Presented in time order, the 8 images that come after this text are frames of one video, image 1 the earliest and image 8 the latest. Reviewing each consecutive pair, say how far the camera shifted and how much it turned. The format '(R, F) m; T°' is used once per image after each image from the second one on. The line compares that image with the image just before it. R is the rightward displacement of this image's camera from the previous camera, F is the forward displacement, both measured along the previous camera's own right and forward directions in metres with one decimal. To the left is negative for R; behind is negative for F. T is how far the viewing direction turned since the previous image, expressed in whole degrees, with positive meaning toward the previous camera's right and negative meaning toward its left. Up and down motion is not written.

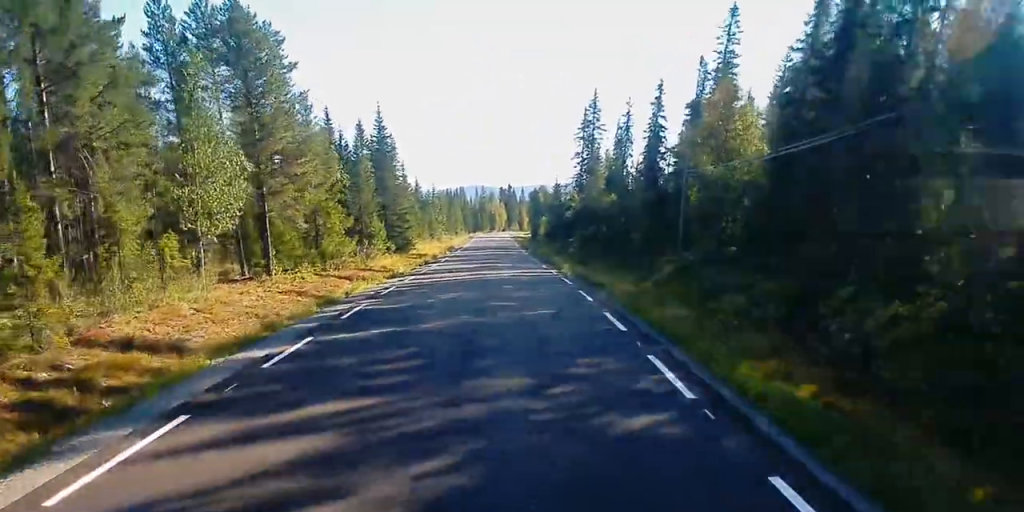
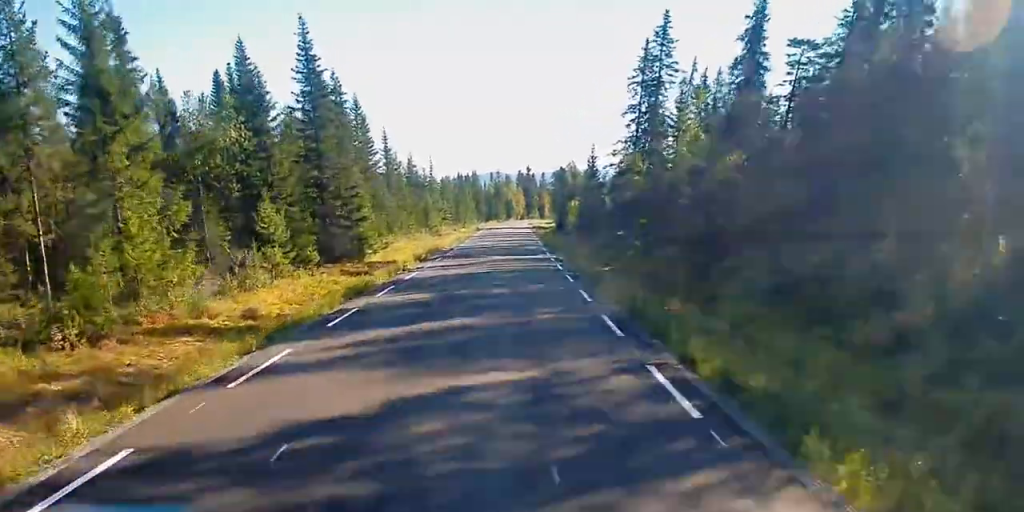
(-0.7, +31.2) m; -2°
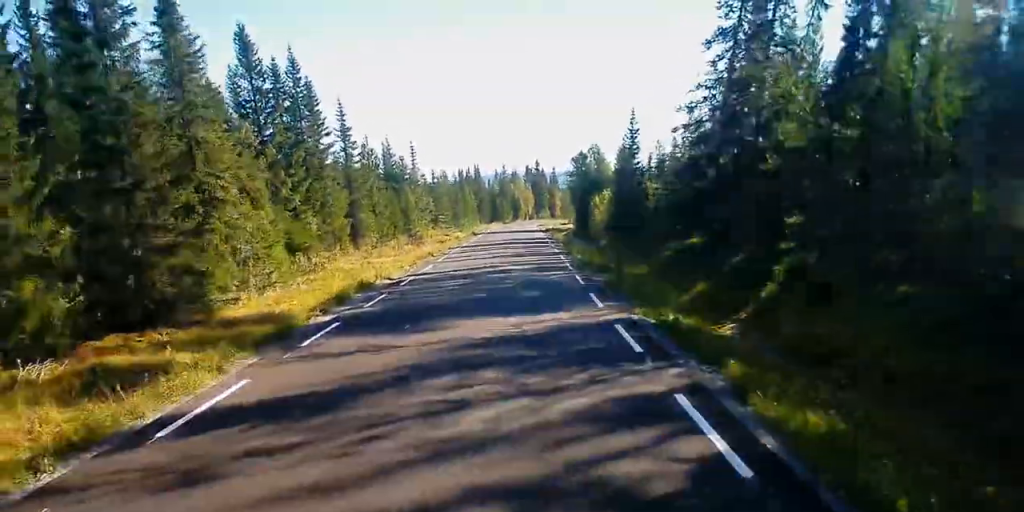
(0.0, +26.2) m; 0°
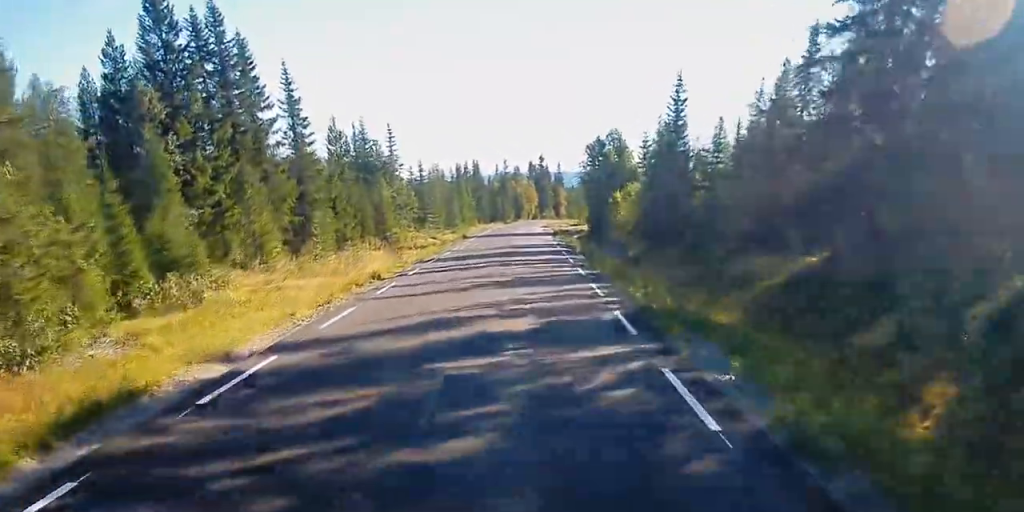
(0.0, +16.9) m; 0°
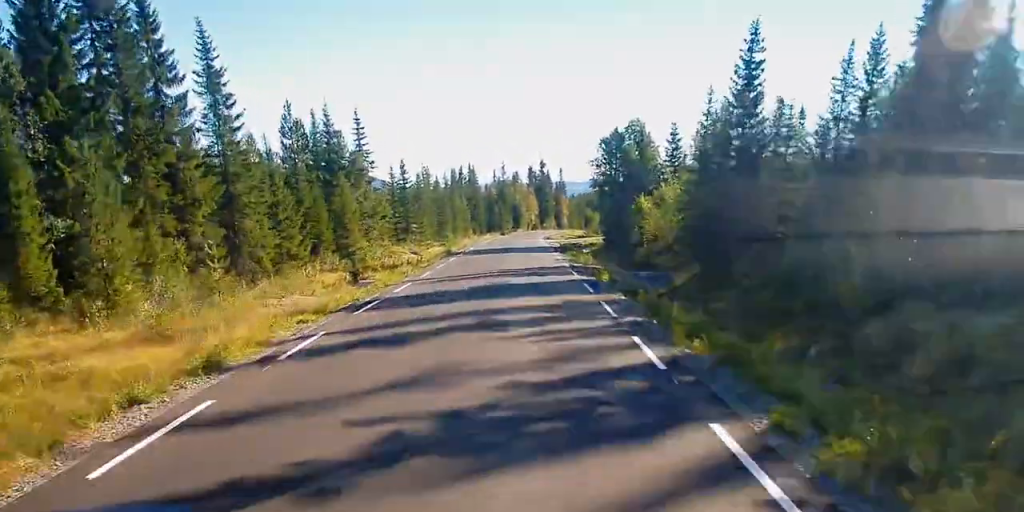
(+0.1, +14.6) m; 0°
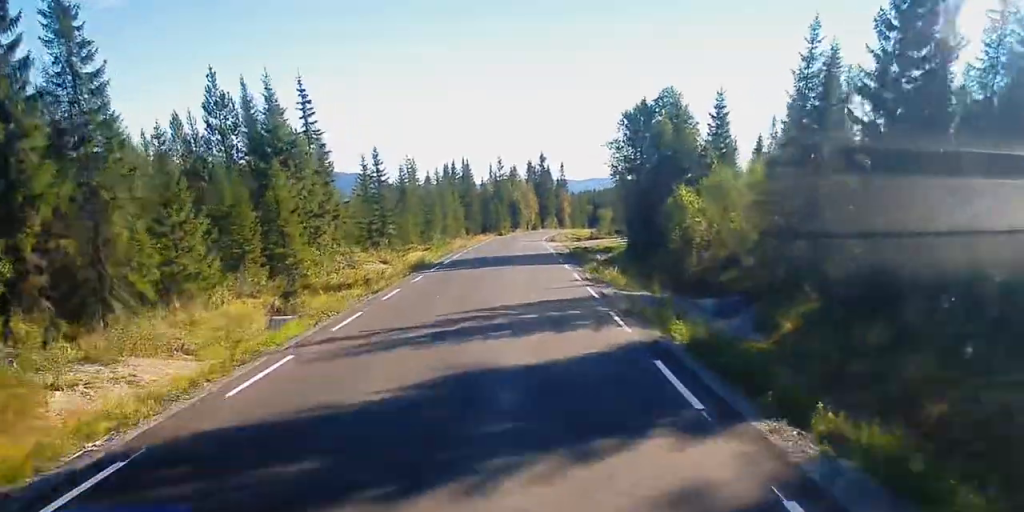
(0.0, +14.4) m; -1°
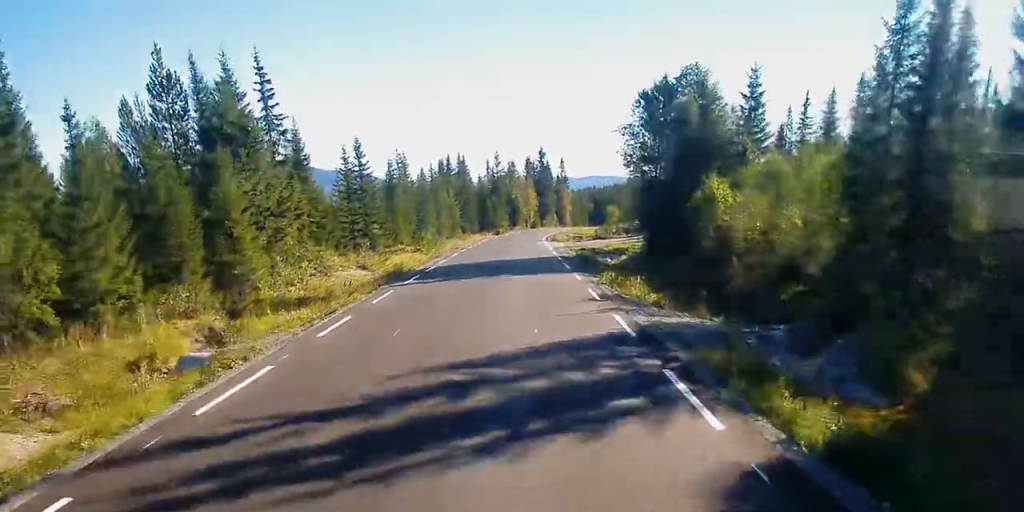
(+0.1, +7.1) m; -1°
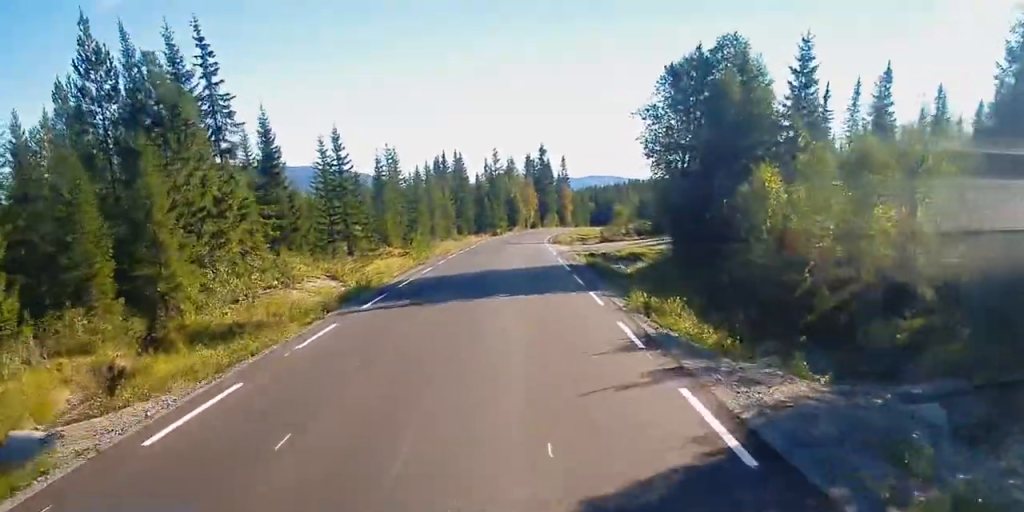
(-0.2, +7.4) m; 0°
